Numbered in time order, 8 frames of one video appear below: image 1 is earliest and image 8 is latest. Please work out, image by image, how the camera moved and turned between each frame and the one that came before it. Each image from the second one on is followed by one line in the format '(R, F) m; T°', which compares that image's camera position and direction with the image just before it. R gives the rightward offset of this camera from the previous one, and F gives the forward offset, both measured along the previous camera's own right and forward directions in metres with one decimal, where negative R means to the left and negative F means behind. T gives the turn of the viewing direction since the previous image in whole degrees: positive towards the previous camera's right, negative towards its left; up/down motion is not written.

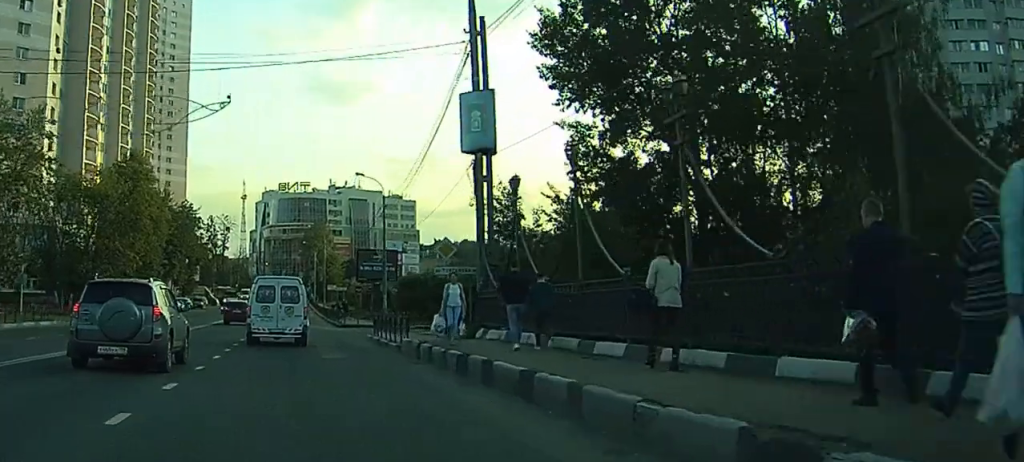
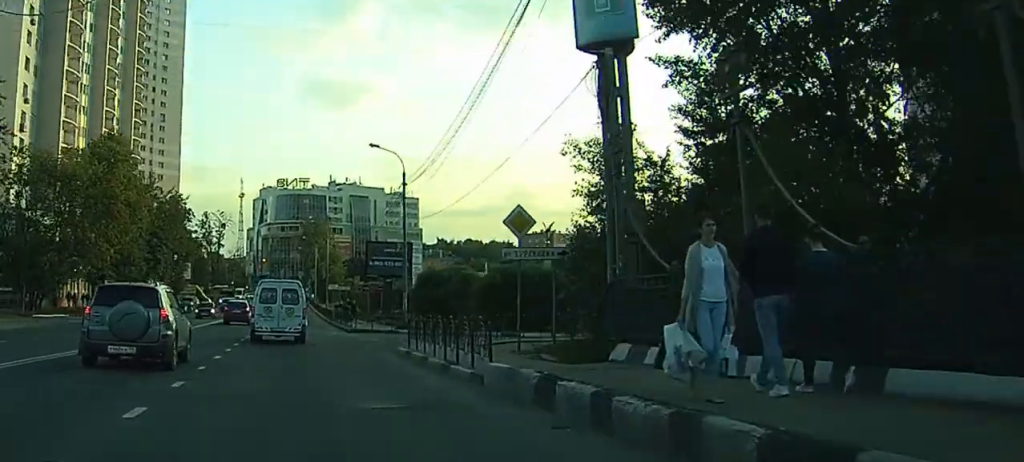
(-0.1, +11.3) m; -1°
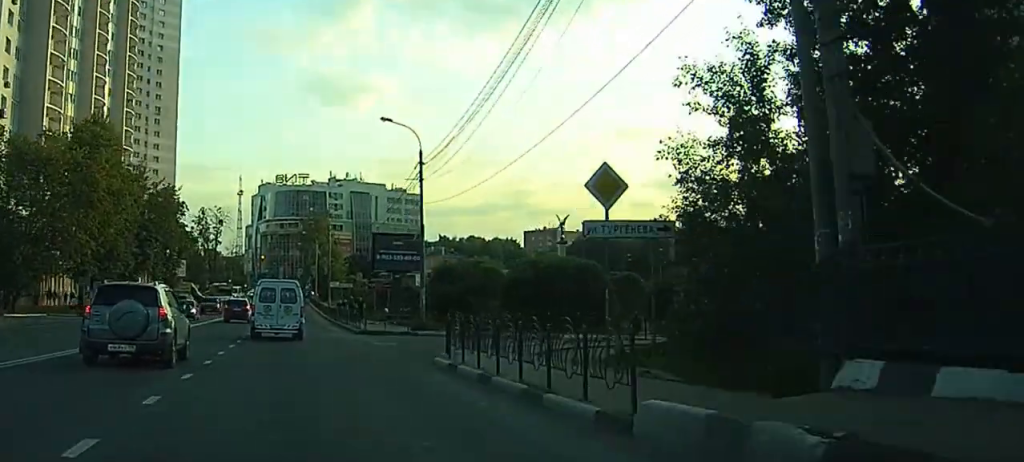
(0.0, +6.6) m; 0°
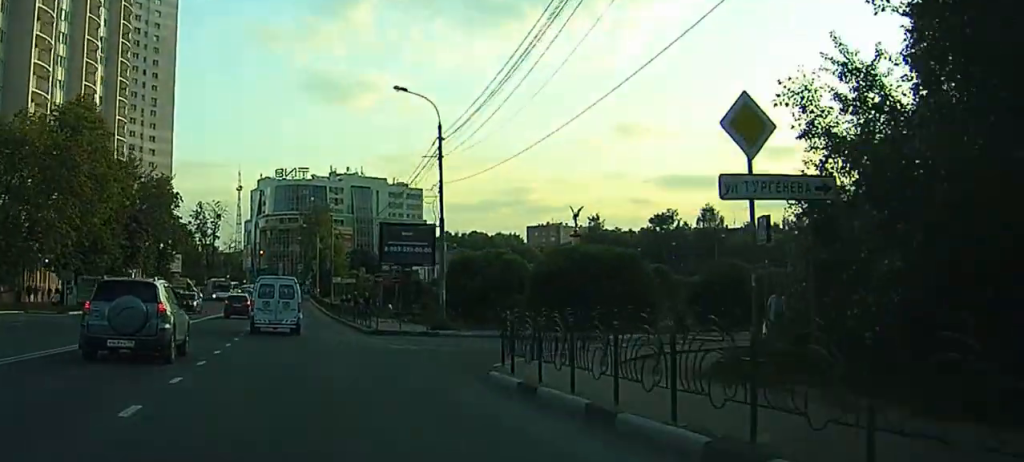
(0.0, +5.5) m; 0°
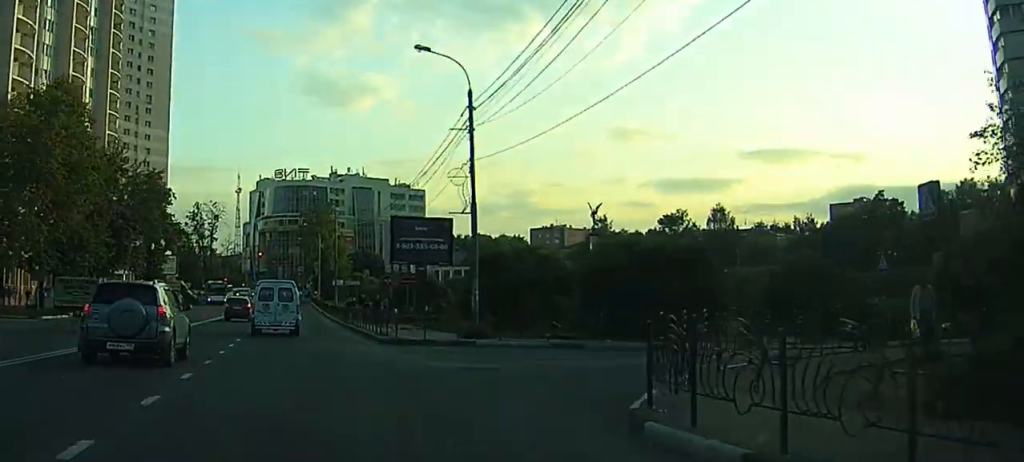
(0.0, +6.3) m; 0°
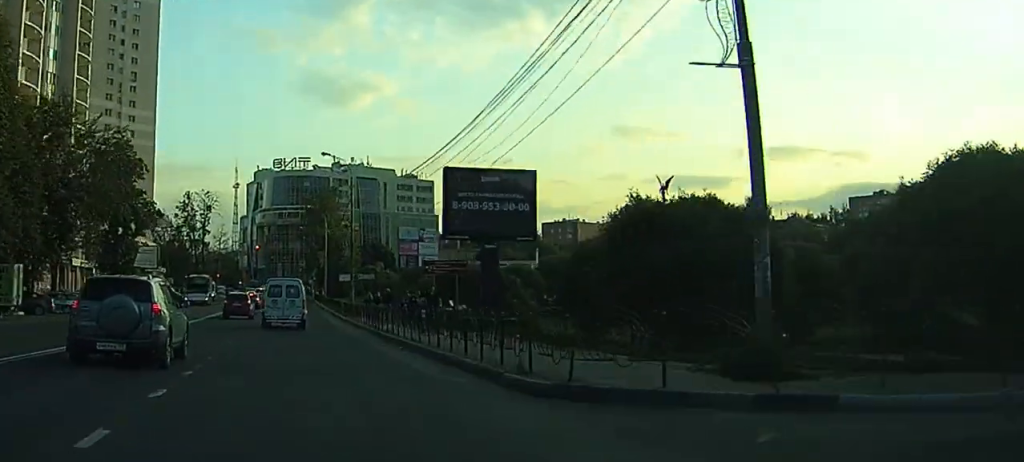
(0.0, +18.3) m; 0°
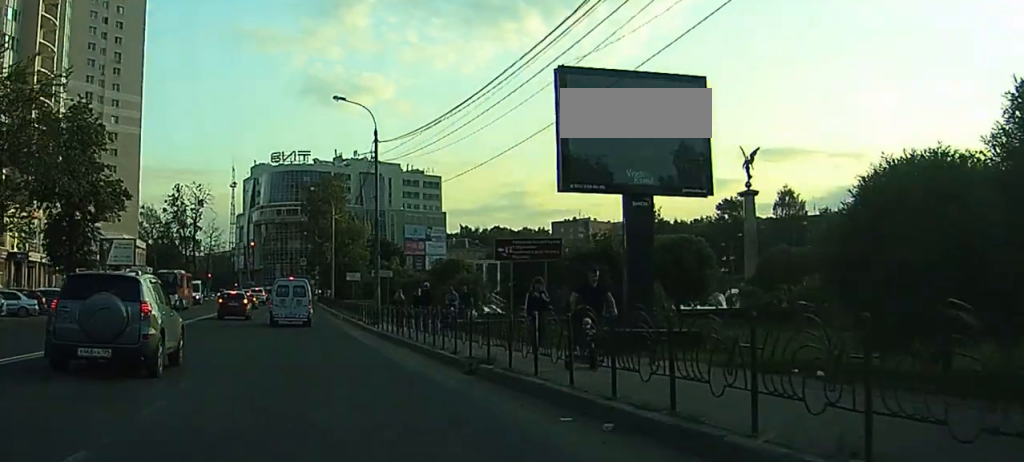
(+0.2, +15.2) m; +2°
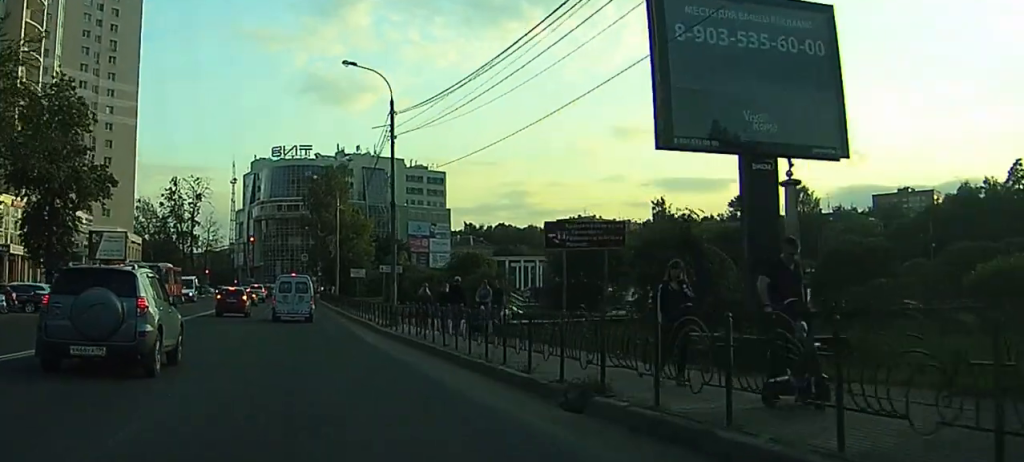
(+0.1, +5.6) m; +1°
